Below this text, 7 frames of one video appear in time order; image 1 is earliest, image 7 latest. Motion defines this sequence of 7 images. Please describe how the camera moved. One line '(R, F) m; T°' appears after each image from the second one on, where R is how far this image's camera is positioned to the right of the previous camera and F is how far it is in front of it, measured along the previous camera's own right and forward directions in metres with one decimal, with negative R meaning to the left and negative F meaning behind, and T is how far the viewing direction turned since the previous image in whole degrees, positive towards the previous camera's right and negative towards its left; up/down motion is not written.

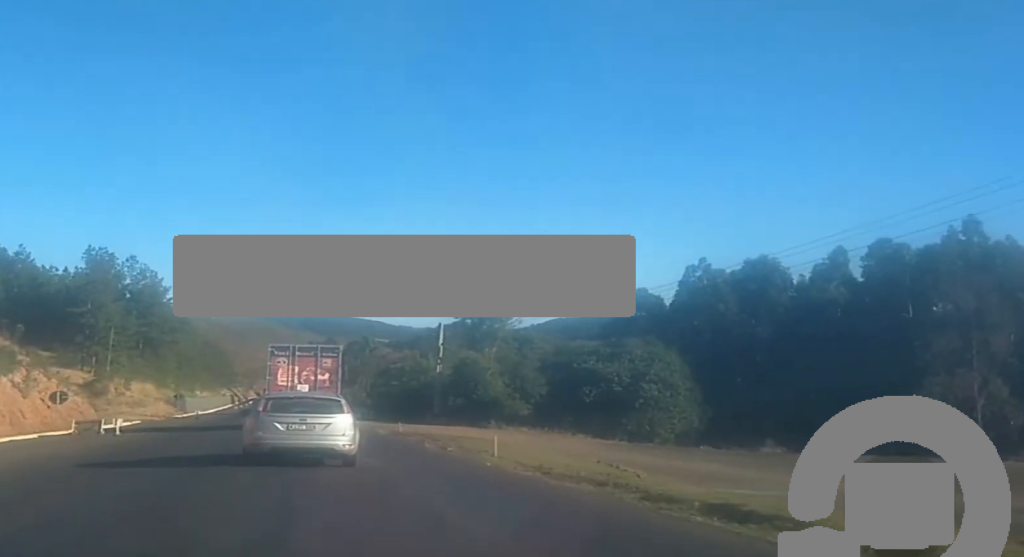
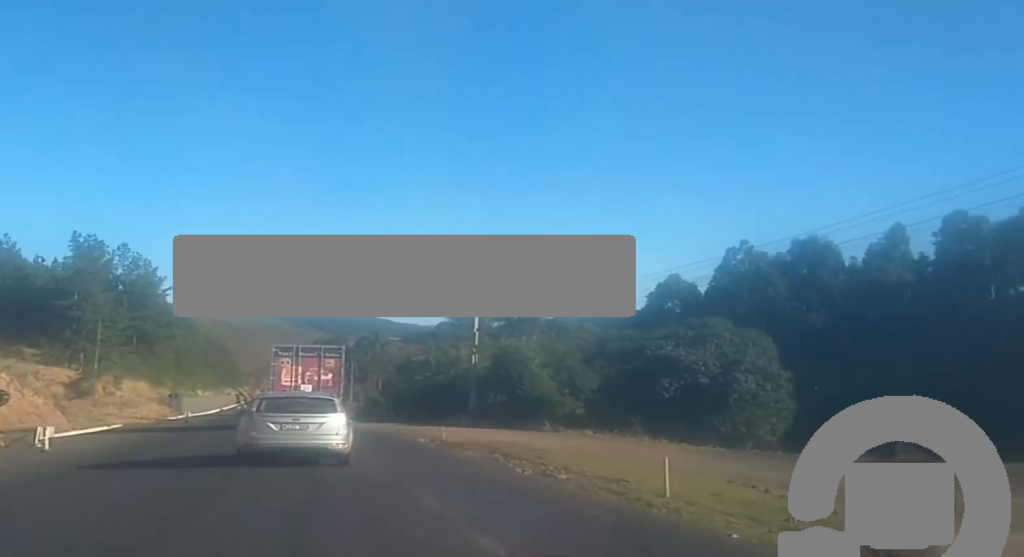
(+0.1, +11.6) m; +1°
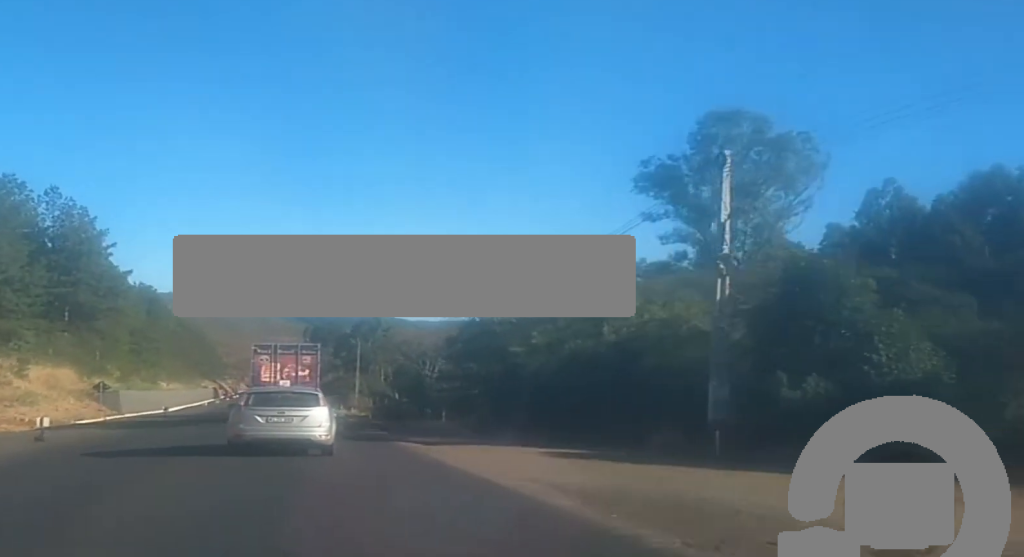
(+0.3, +33.5) m; 0°
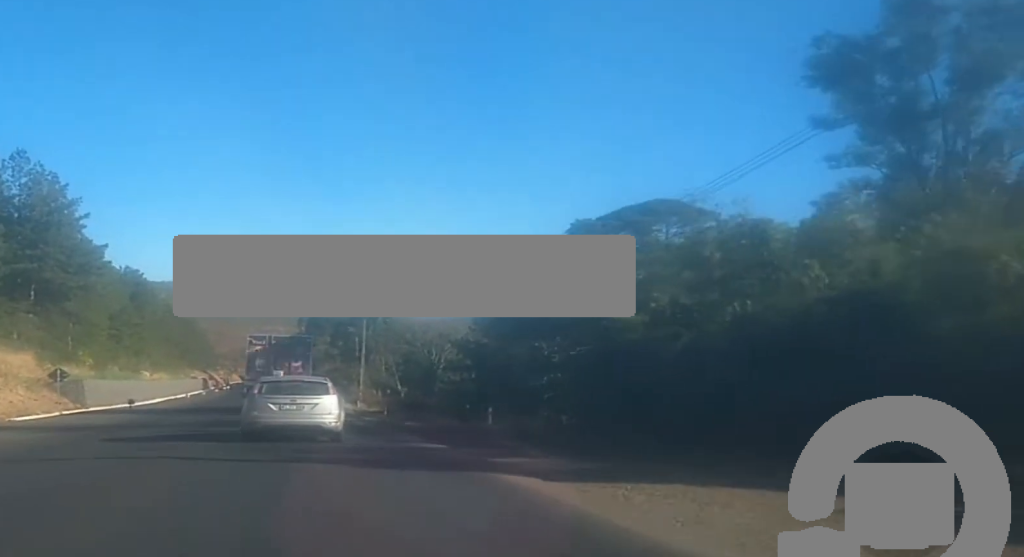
(-0.1, +11.9) m; 0°
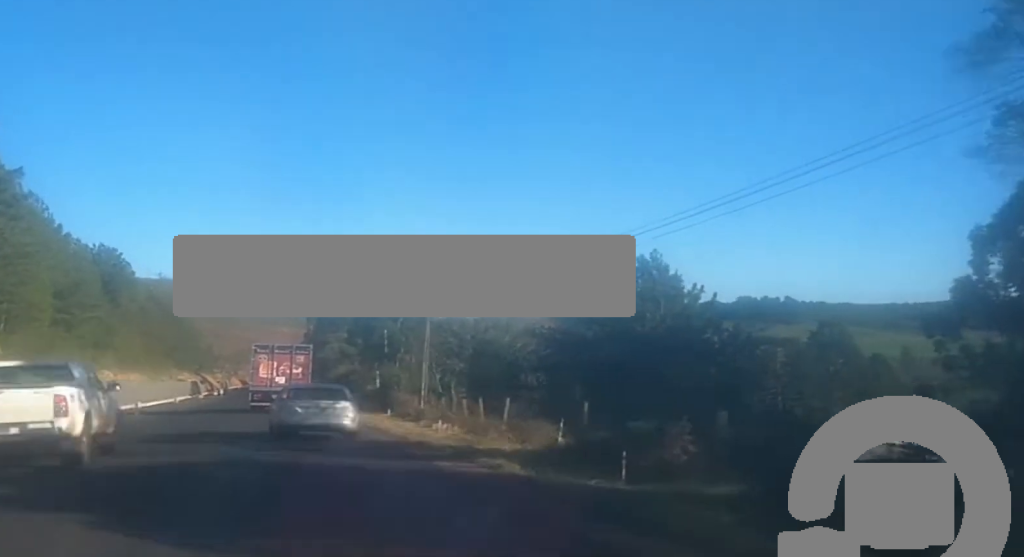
(-0.8, +32.3) m; -2°
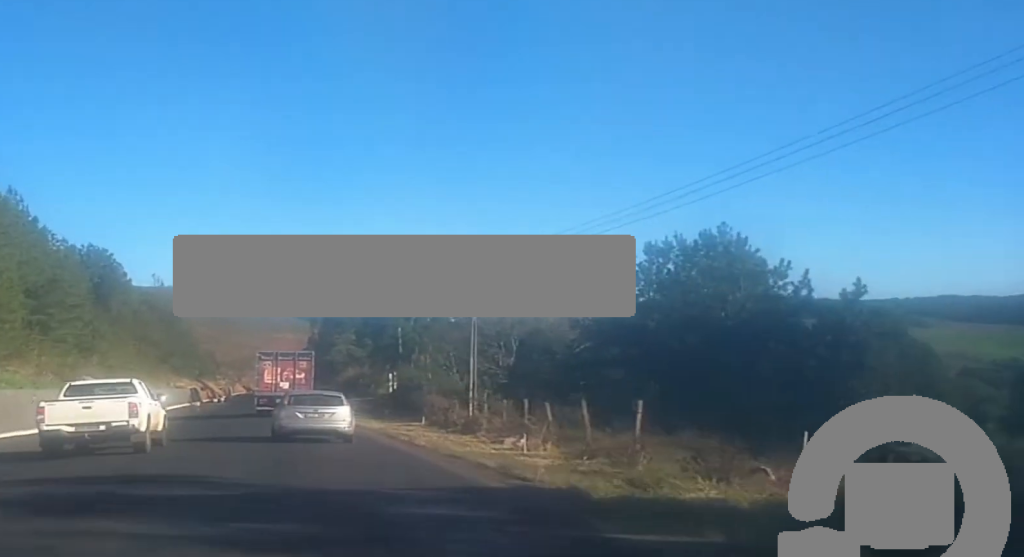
(+0.2, +11.8) m; 0°
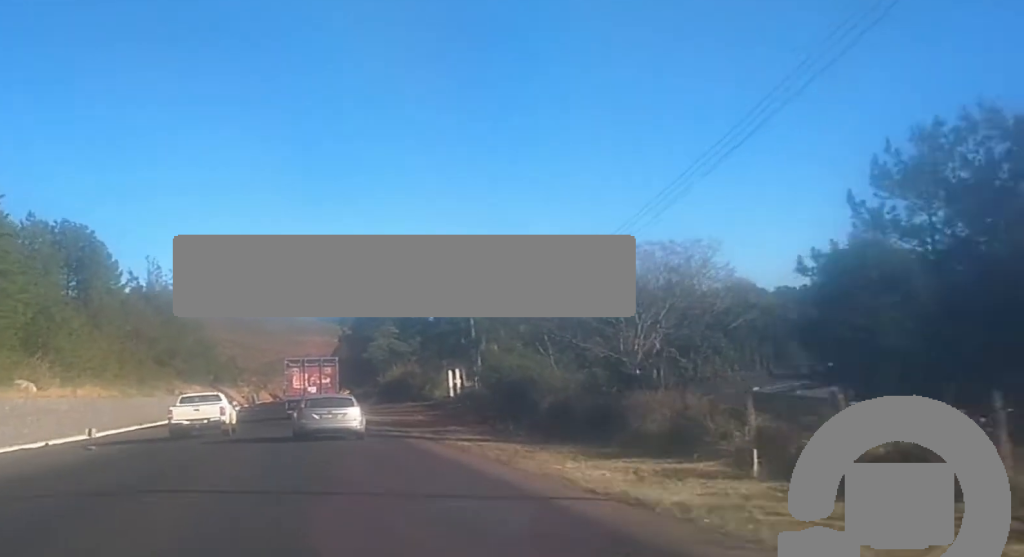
(+0.2, +27.8) m; 0°
